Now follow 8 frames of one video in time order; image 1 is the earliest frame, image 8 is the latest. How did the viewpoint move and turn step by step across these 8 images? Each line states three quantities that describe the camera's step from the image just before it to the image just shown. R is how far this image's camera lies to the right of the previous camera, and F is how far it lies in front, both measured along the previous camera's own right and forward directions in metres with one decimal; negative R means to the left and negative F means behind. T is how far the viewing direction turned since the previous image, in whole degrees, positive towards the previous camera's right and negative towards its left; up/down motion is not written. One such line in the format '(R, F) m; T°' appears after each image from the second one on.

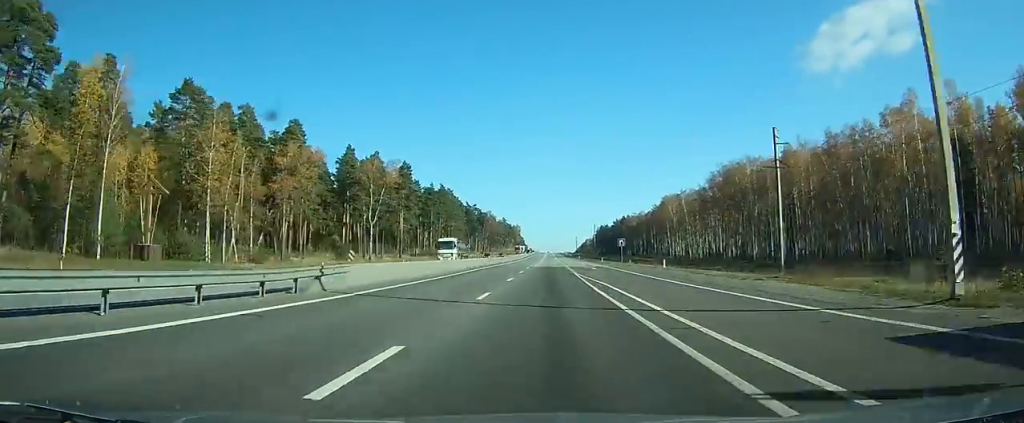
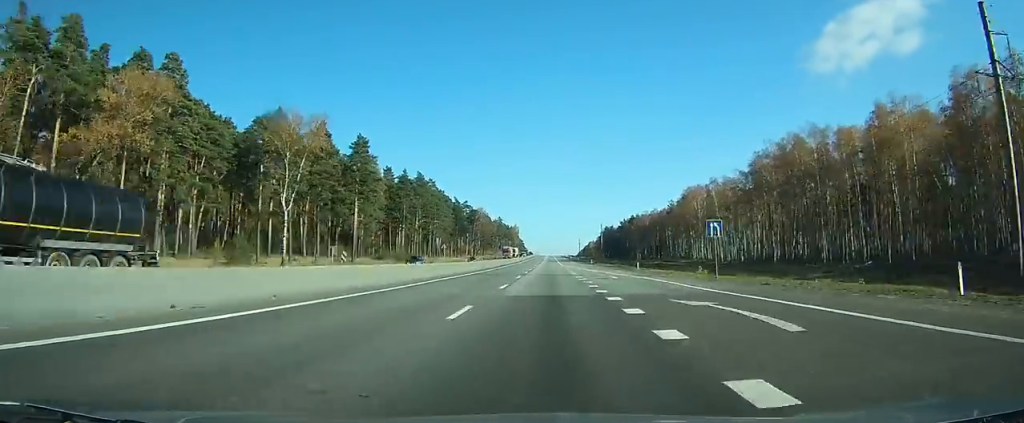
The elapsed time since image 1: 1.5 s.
(0.0, +39.5) m; 0°
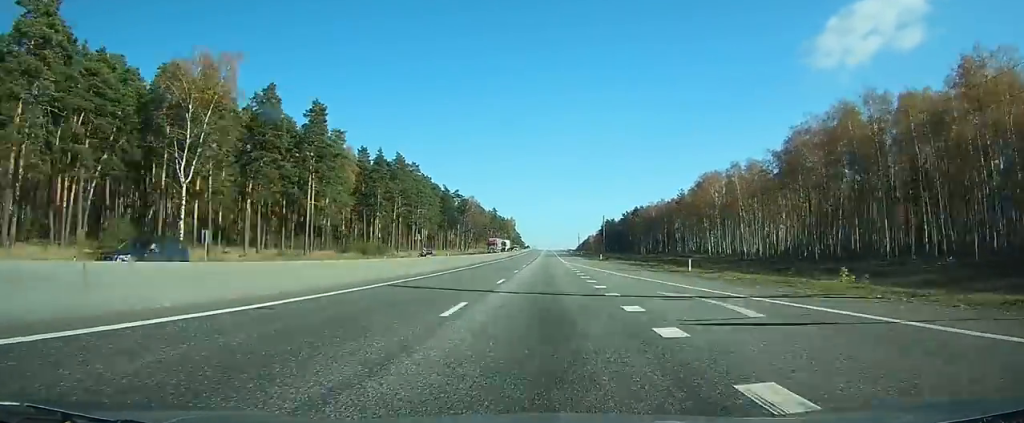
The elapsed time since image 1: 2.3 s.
(0.0, +24.9) m; 0°
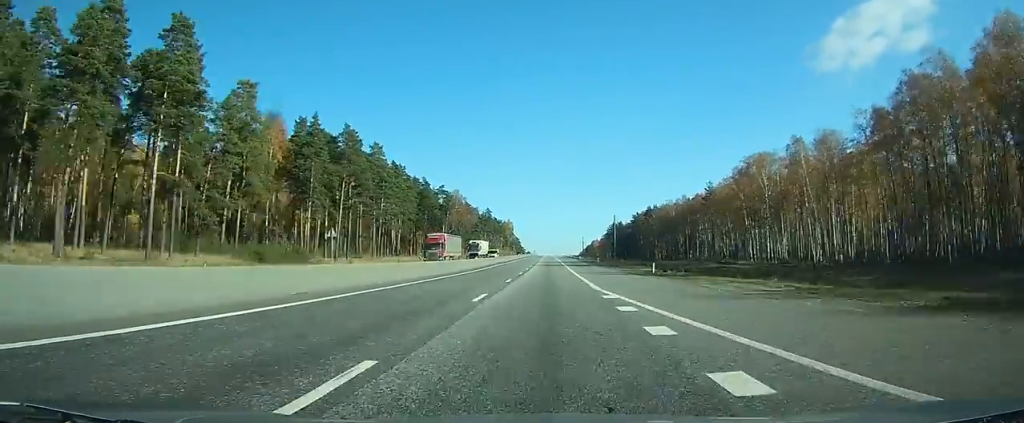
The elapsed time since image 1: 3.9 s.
(0.0, +45.3) m; 0°
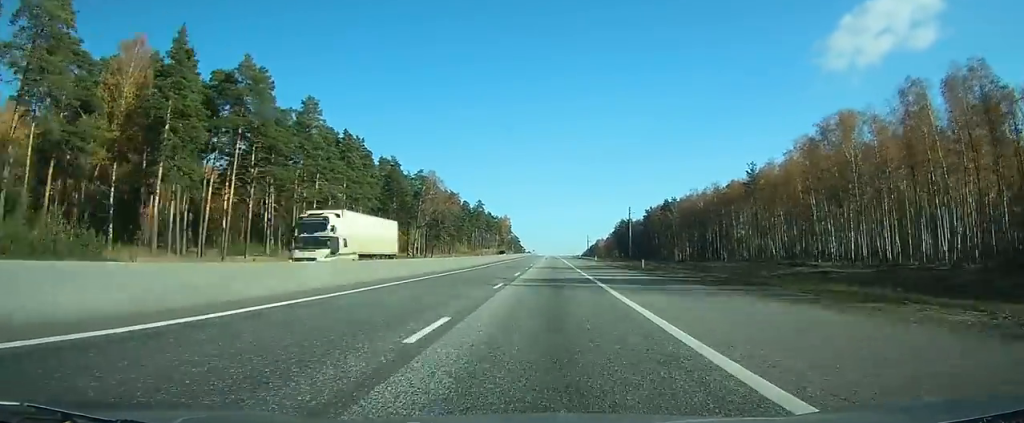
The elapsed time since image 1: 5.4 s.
(+0.2, +45.5) m; 0°
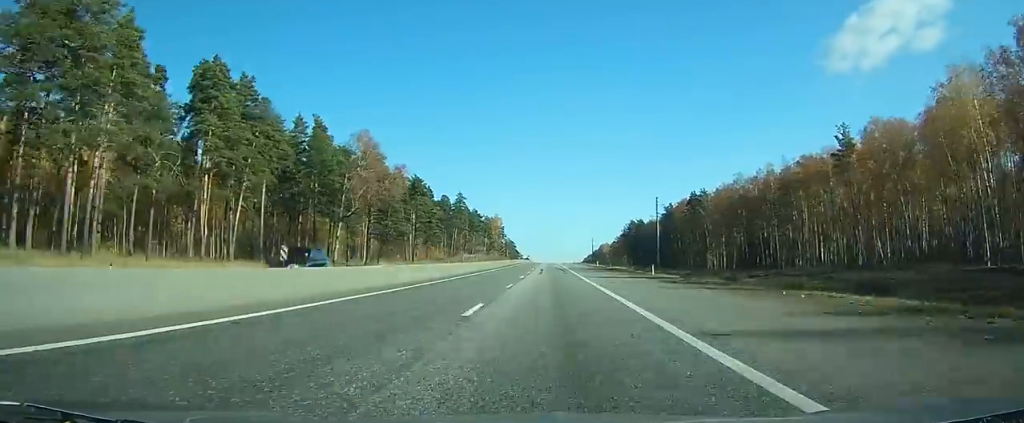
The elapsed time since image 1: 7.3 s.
(-0.3, +55.9) m; 0°
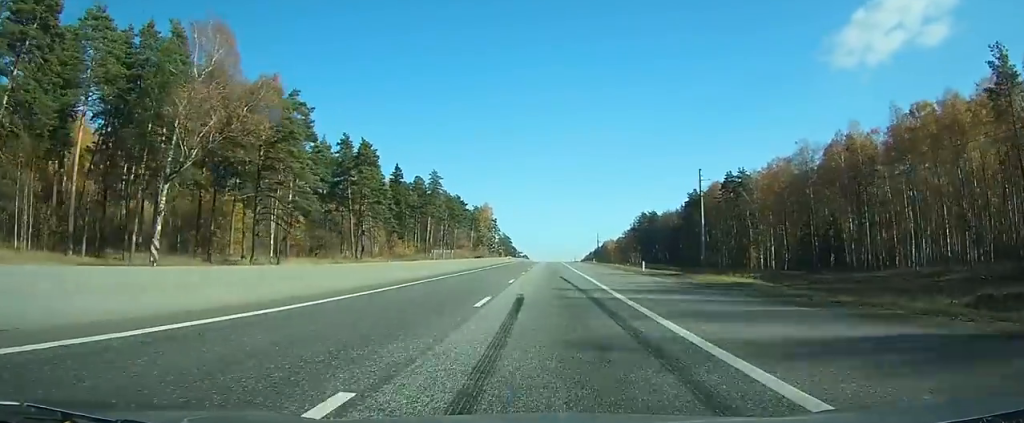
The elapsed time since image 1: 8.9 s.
(+0.1, +44.8) m; 0°
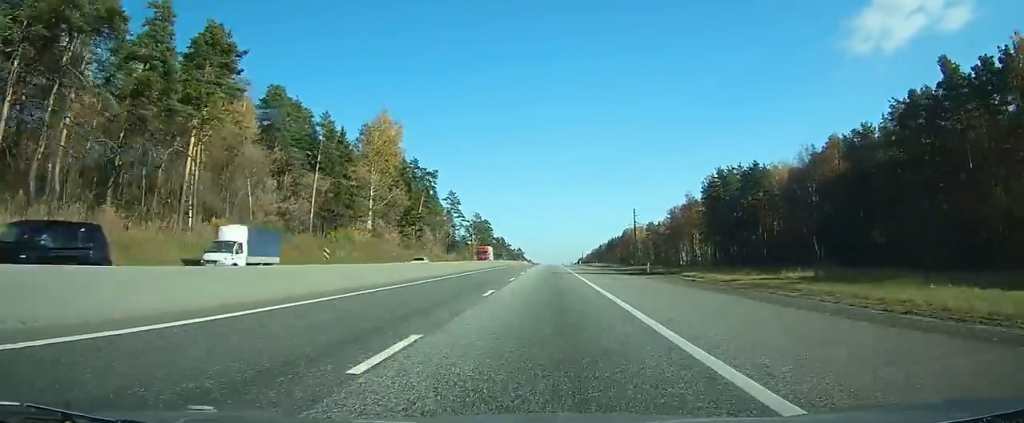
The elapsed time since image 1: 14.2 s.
(-0.4, +150.8) m; 0°
